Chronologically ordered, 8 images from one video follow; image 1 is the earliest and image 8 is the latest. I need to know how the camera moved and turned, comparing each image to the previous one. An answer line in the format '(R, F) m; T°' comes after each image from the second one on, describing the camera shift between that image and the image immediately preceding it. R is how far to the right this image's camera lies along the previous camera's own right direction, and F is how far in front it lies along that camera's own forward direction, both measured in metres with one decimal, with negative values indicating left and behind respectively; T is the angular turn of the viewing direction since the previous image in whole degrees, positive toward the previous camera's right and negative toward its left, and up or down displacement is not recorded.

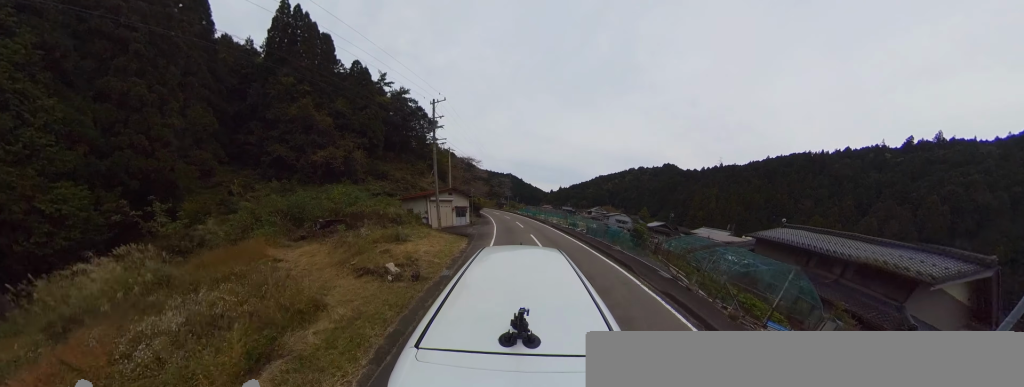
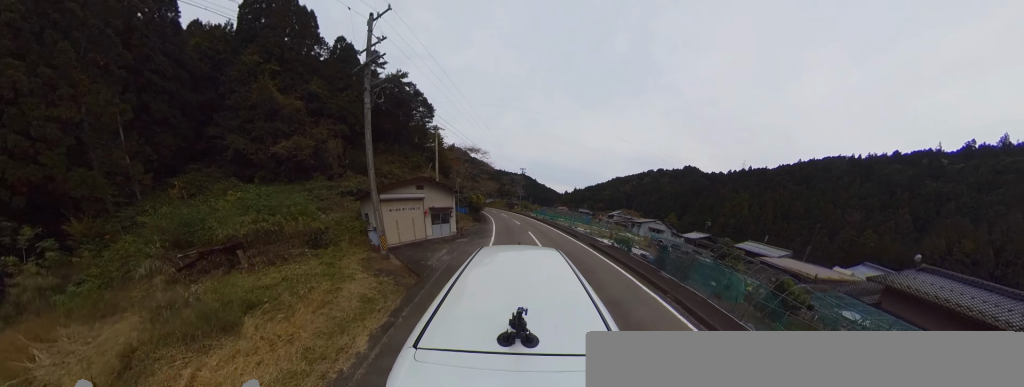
(-0.3, +8.4) m; -6°
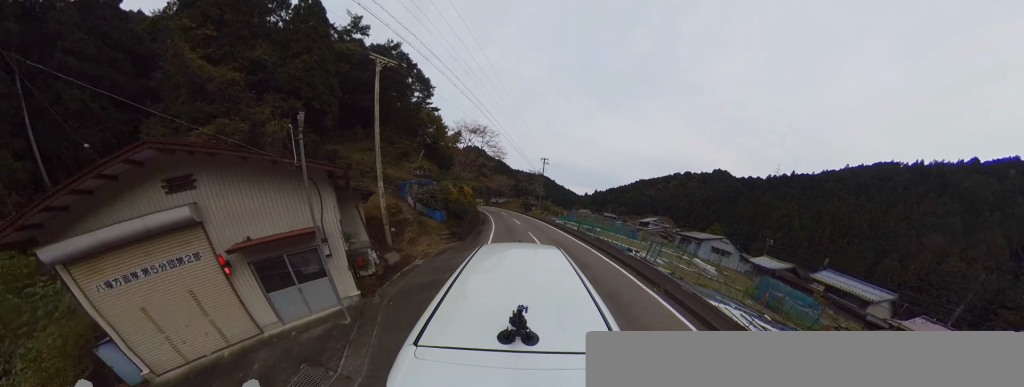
(-0.9, +11.1) m; -8°
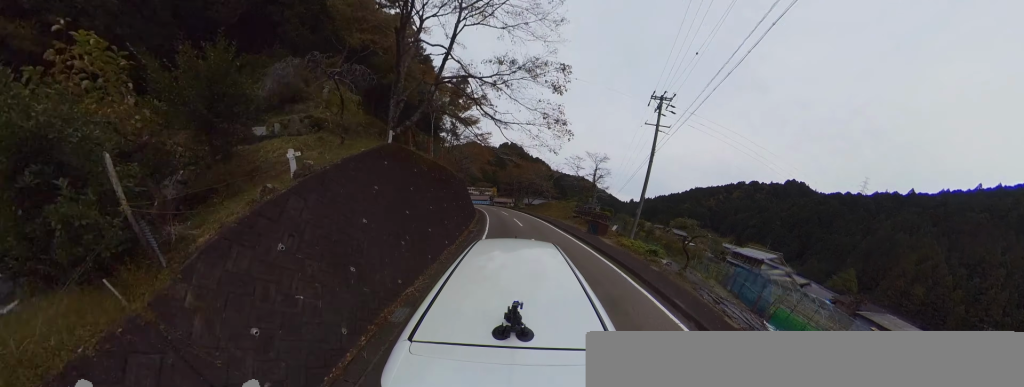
(-2.6, +23.1) m; -11°
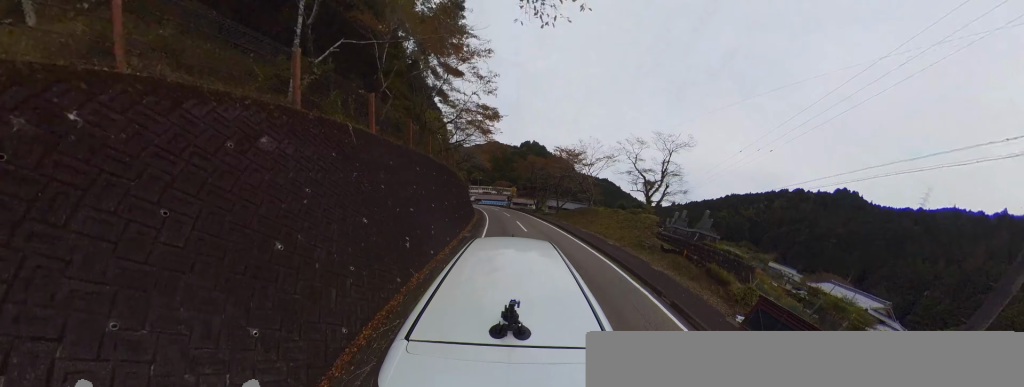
(-0.4, +11.9) m; -7°
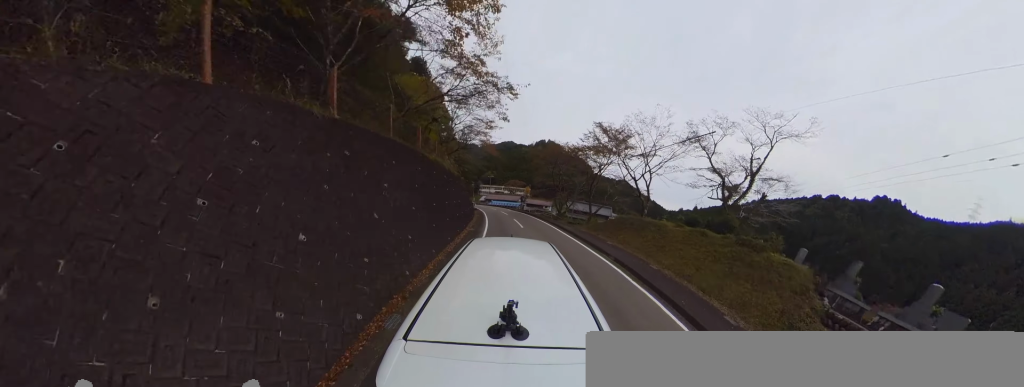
(-0.4, +8.5) m; -7°
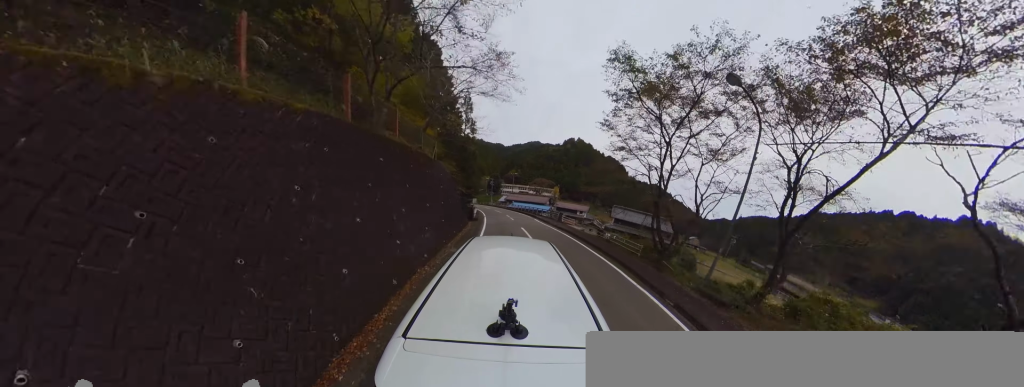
(-1.3, +14.6) m; -6°
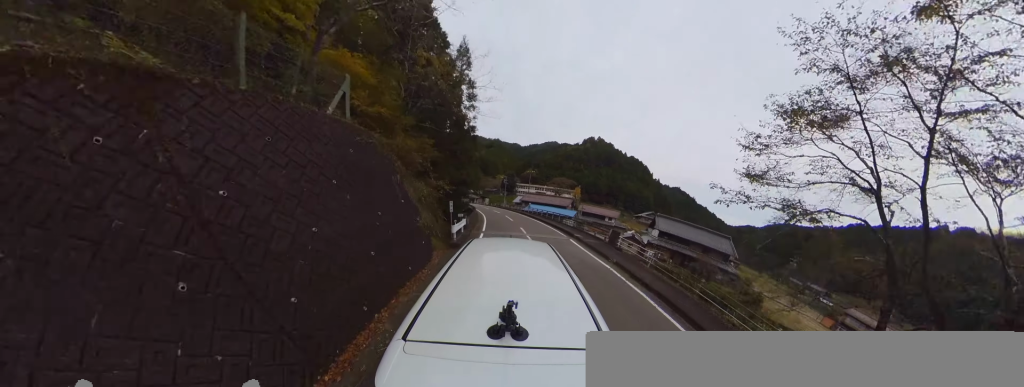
(+0.1, +9.5) m; -6°
